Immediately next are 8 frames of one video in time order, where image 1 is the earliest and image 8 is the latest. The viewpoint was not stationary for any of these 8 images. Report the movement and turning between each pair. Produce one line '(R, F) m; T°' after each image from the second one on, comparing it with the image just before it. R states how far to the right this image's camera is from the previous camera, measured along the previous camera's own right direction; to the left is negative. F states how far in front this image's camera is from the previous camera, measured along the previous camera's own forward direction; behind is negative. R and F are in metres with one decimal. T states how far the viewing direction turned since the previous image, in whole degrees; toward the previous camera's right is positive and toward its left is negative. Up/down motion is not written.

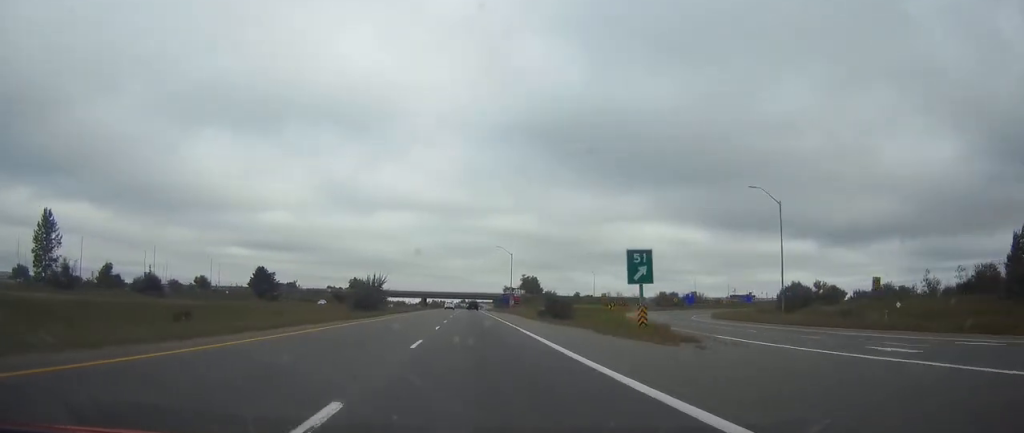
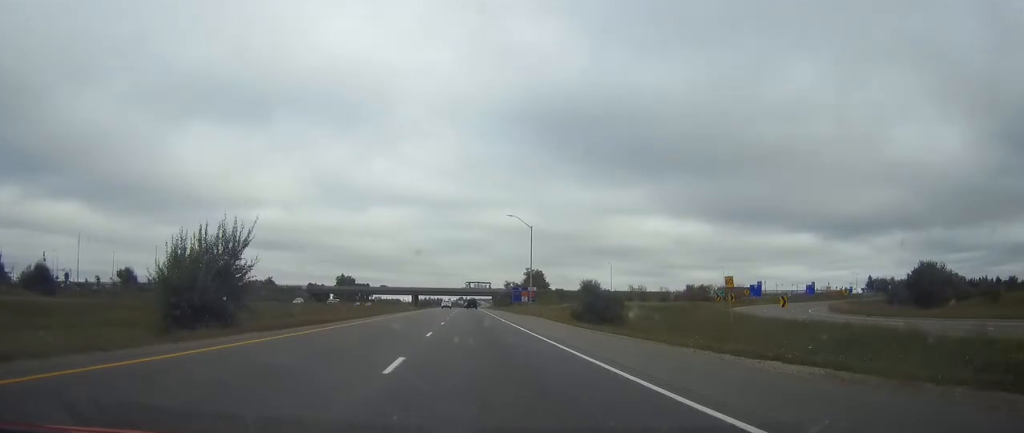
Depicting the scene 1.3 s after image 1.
(0.0, +41.9) m; 0°
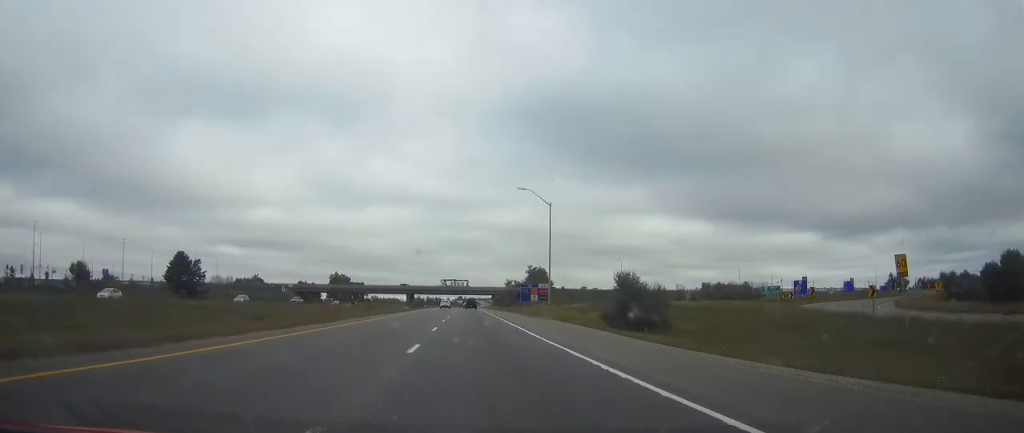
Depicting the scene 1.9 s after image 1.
(+0.1, +19.5) m; 0°
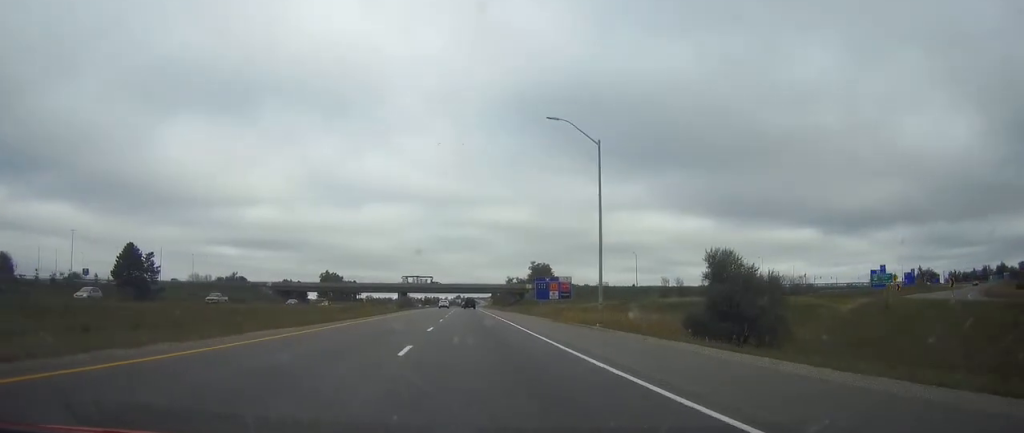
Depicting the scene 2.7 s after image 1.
(0.0, +24.9) m; 0°
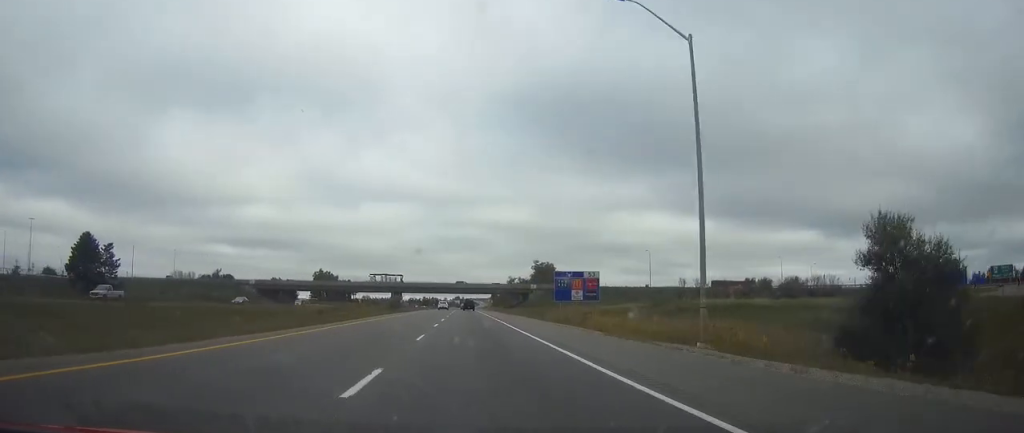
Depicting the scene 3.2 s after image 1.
(0.0, +17.4) m; 0°
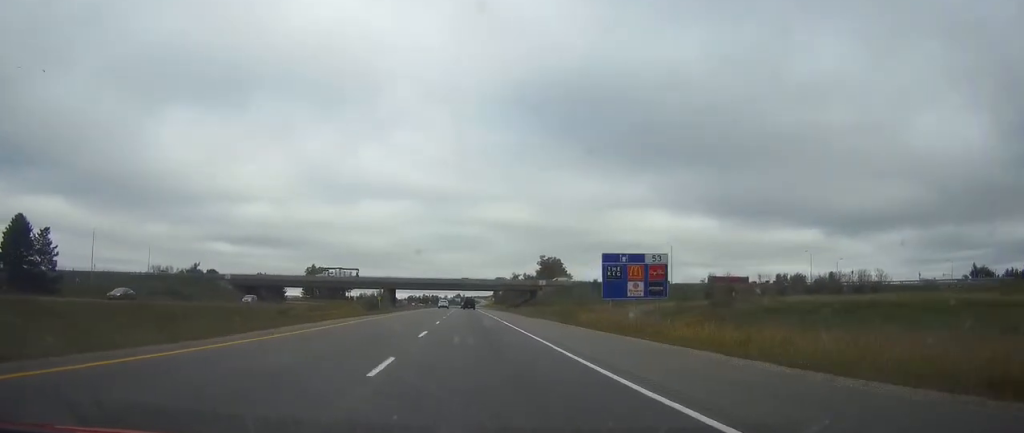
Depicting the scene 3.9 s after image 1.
(0.0, +21.8) m; 0°
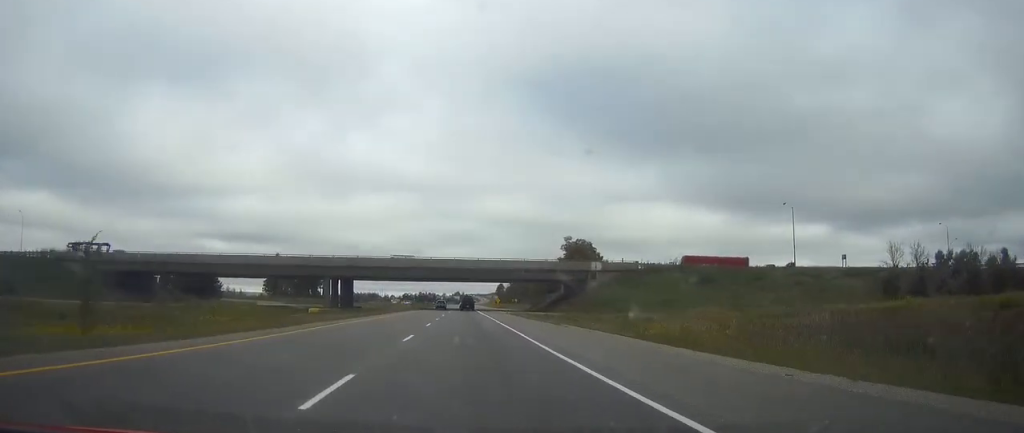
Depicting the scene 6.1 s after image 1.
(0.0, +74.8) m; 0°
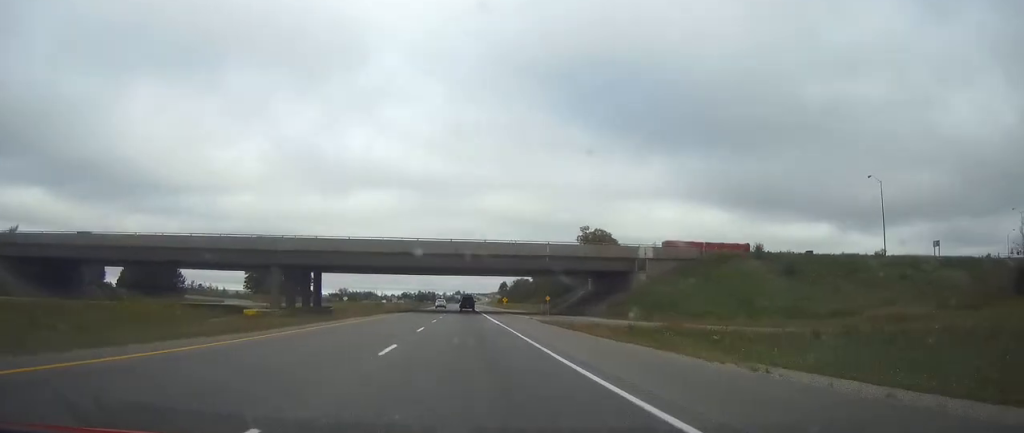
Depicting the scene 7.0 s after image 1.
(0.0, +28.8) m; 0°
